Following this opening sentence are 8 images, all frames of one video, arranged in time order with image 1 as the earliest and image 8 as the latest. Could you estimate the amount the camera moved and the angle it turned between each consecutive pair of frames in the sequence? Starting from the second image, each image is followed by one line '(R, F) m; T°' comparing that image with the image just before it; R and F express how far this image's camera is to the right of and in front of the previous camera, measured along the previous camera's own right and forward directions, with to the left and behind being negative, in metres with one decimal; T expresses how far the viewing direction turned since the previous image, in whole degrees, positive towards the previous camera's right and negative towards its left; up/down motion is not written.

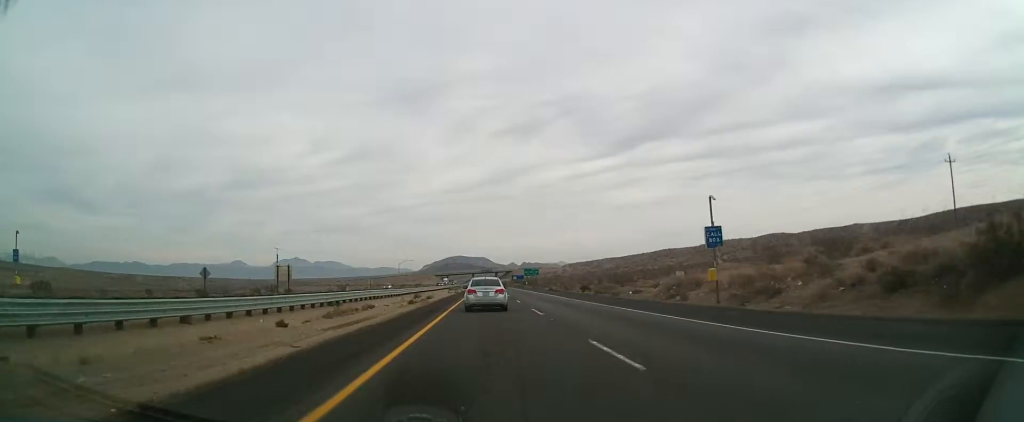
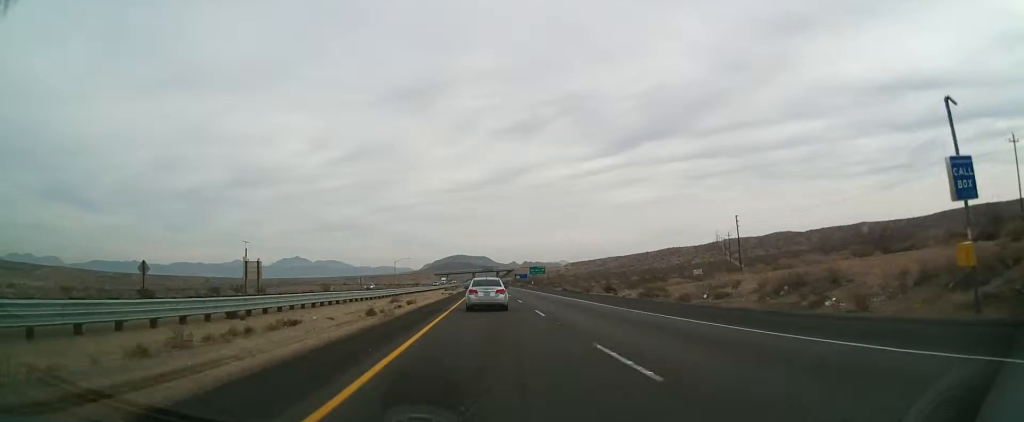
(-0.1, +15.1) m; 0°
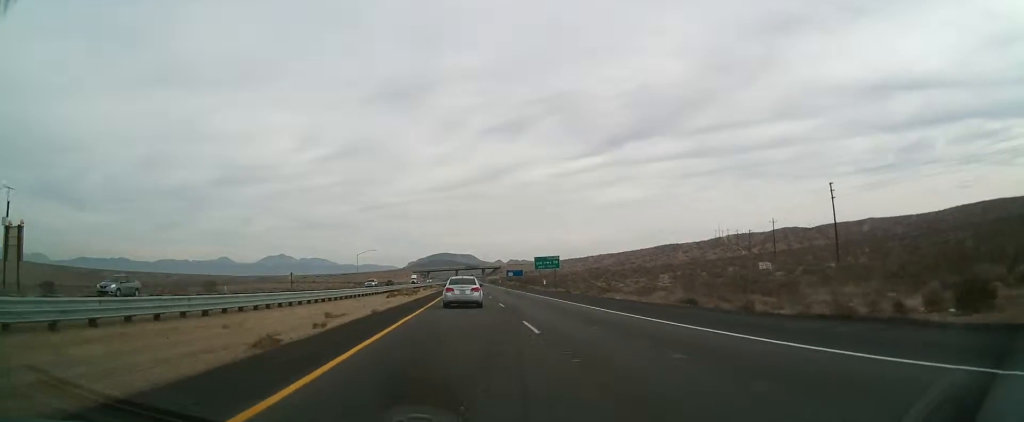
(+0.1, +50.8) m; +1°
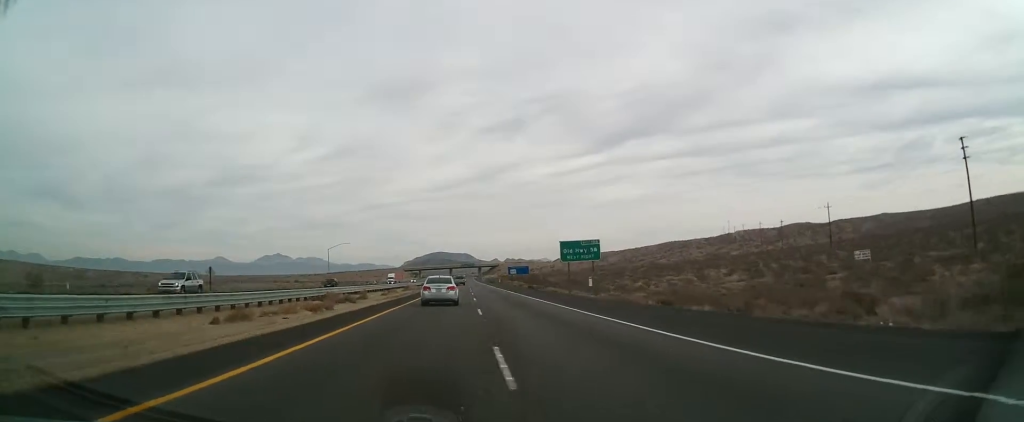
(+0.5, +35.8) m; +1°
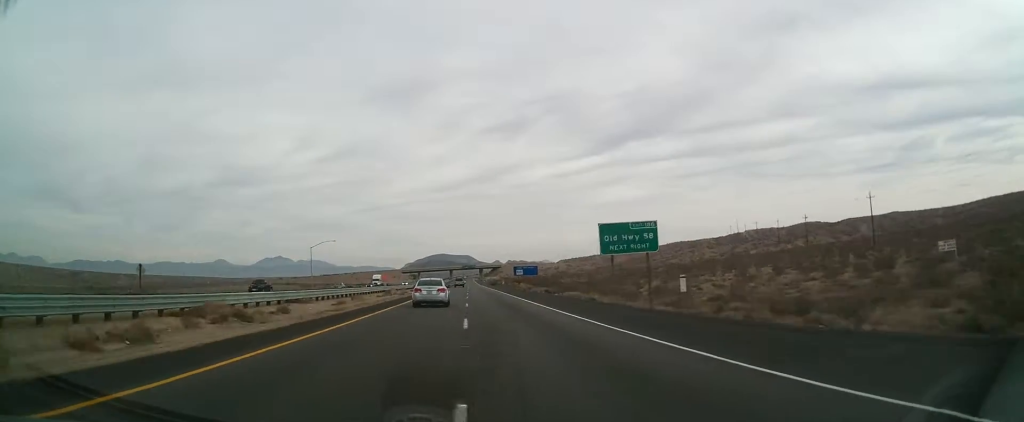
(+0.1, +19.5) m; -1°
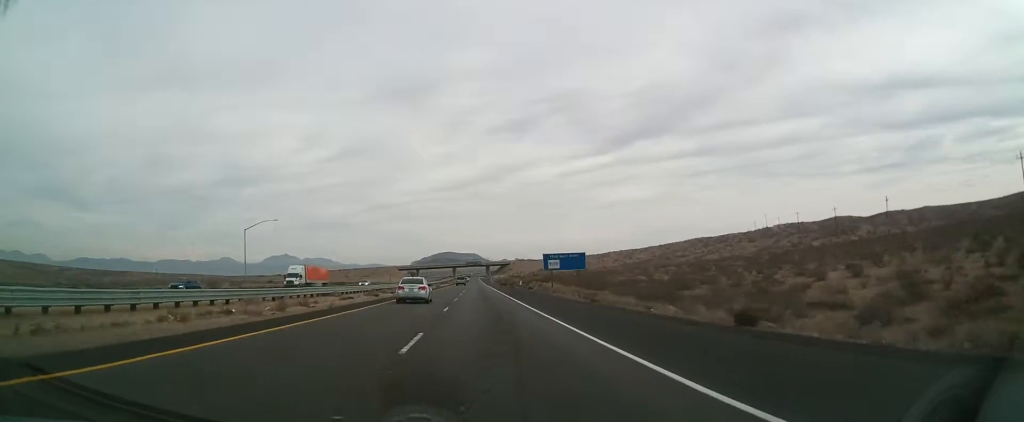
(-0.8, +49.7) m; 0°
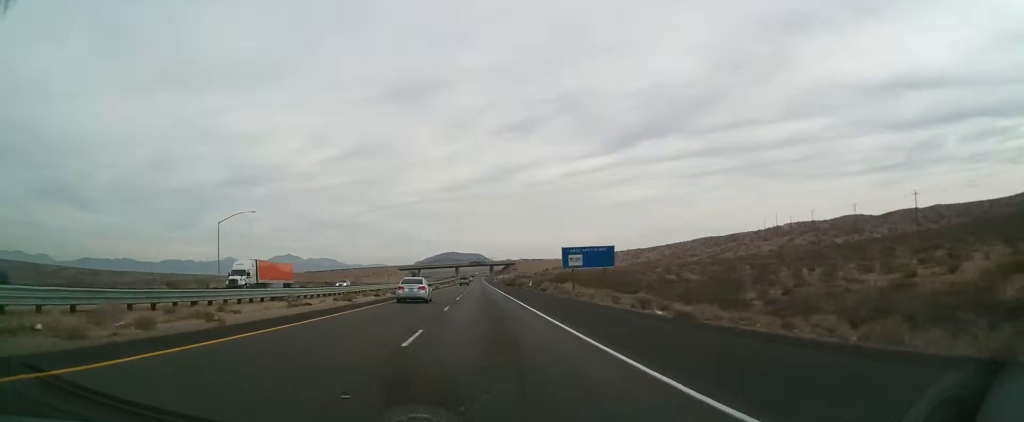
(+0.1, +13.5) m; +1°
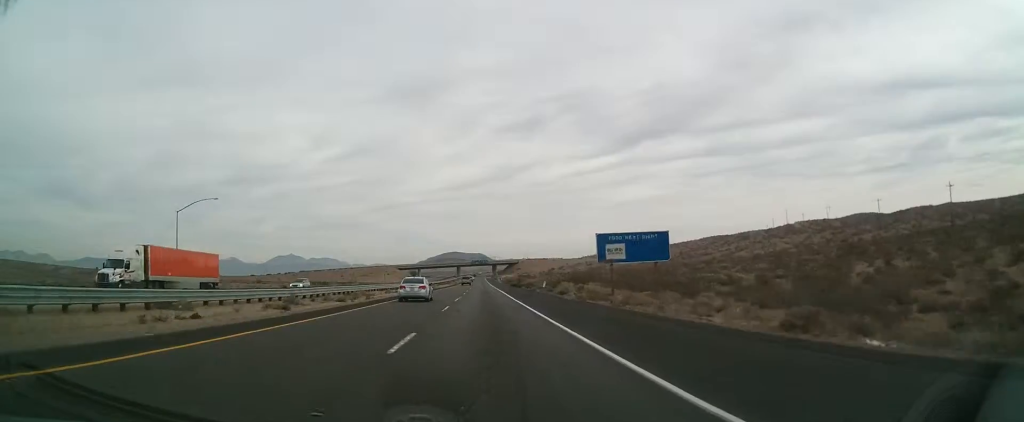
(+0.1, +15.6) m; 0°
